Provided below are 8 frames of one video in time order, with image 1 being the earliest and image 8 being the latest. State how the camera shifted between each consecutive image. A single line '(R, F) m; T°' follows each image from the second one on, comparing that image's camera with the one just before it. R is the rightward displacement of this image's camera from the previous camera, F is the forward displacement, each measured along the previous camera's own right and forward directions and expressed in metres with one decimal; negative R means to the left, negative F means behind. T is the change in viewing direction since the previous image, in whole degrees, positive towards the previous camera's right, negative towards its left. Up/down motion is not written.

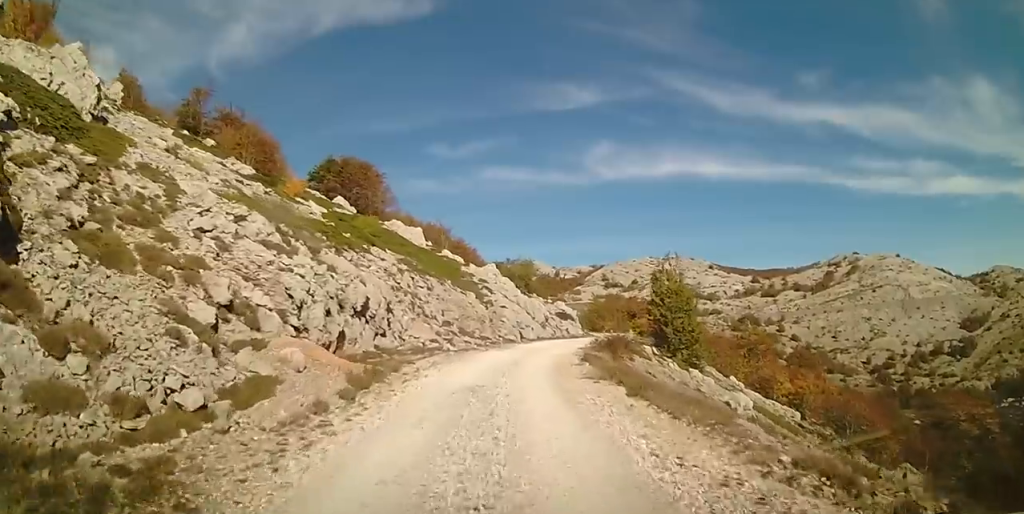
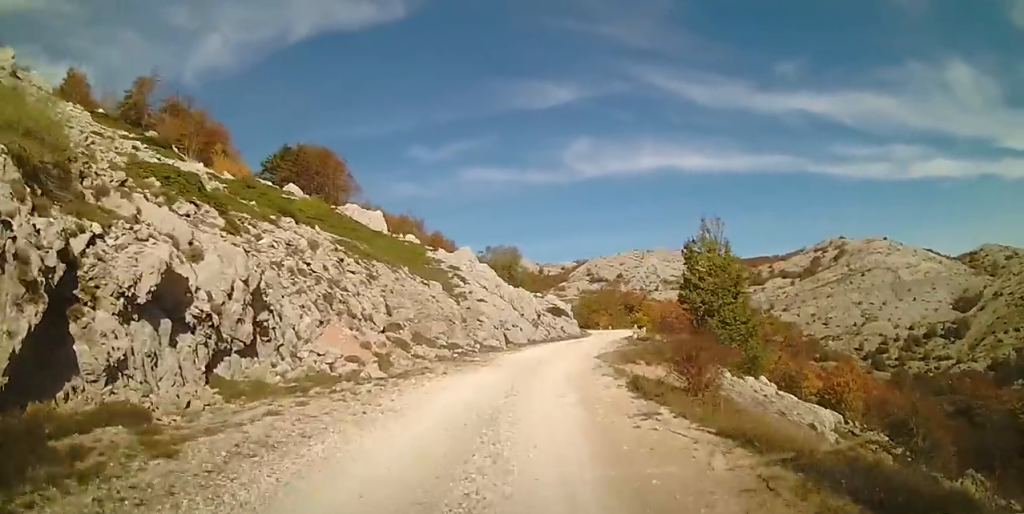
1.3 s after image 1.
(+0.1, +11.0) m; +2°
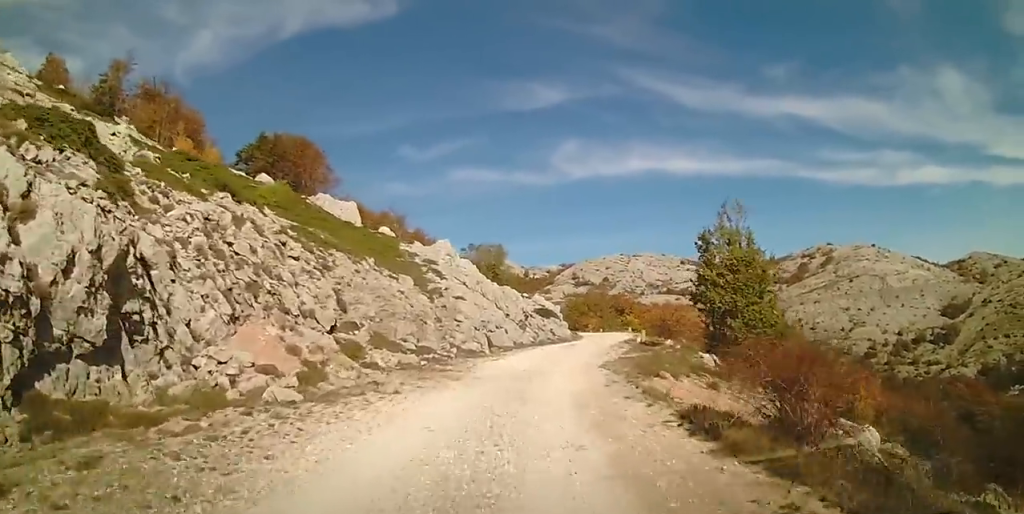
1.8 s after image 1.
(-0.2, +4.5) m; +2°
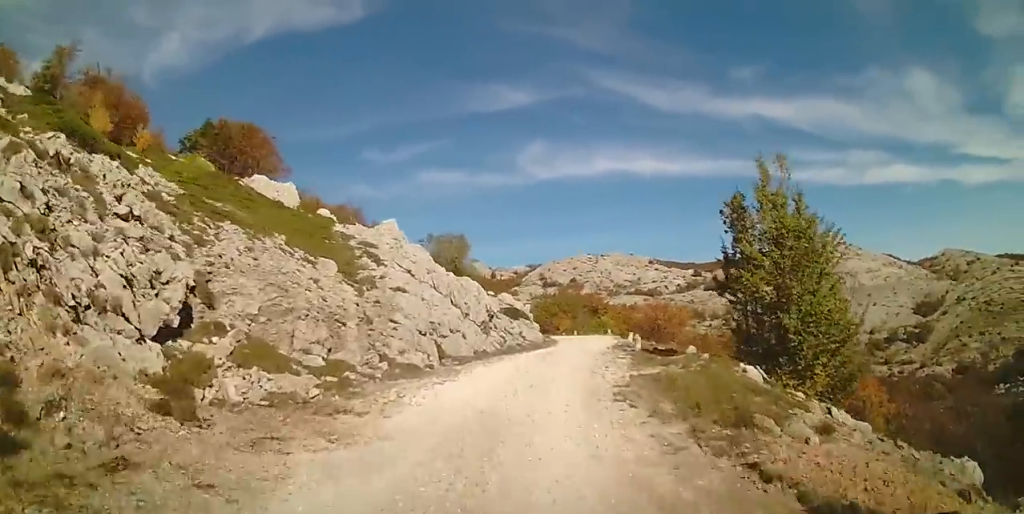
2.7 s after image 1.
(+0.5, +7.0) m; +7°
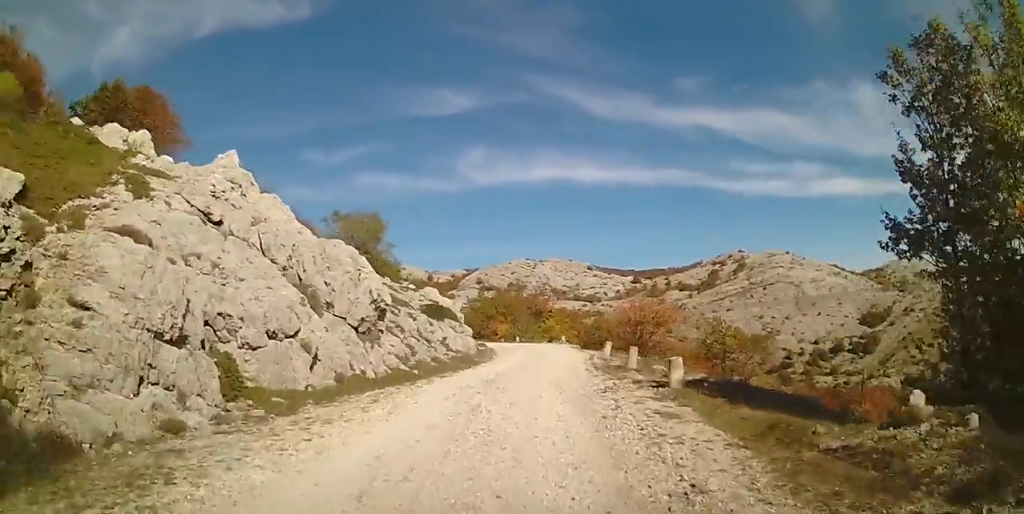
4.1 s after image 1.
(+0.7, +11.8) m; +4°
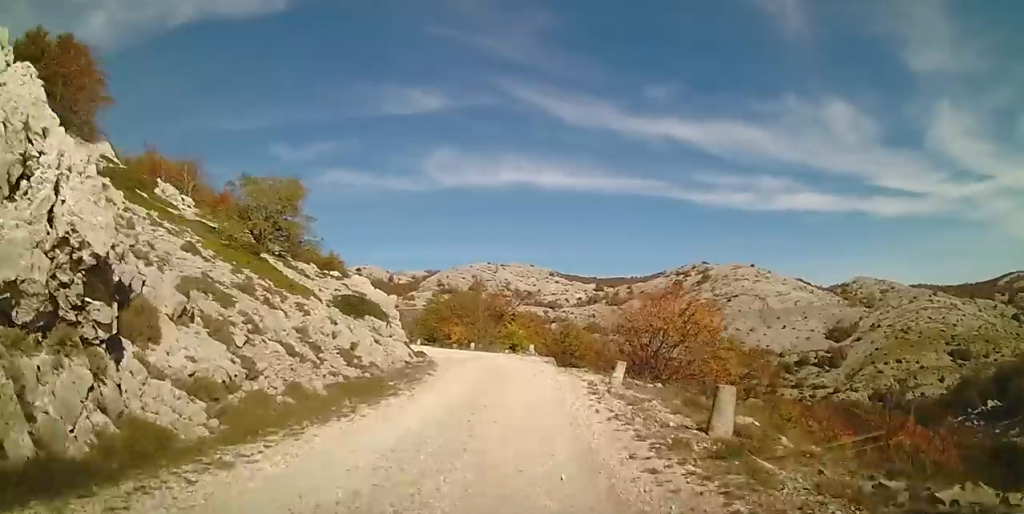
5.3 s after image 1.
(+0.2, +9.8) m; +3°
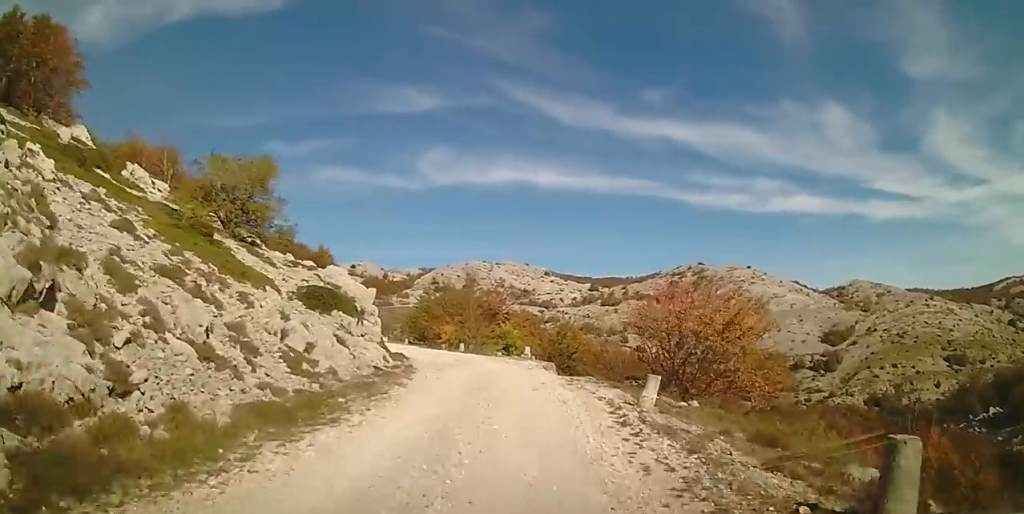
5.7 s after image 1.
(0.0, +3.6) m; +1°
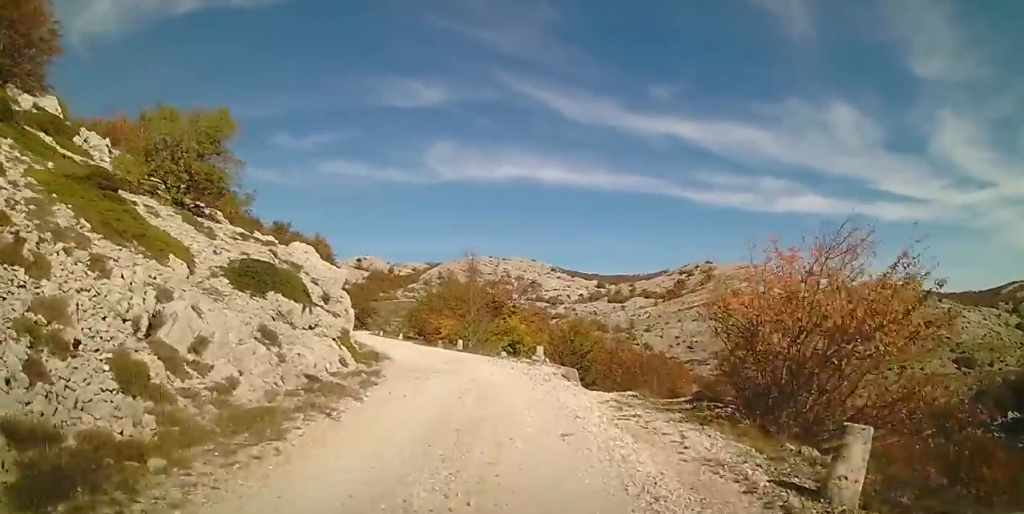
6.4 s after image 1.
(+0.1, +5.5) m; -1°
